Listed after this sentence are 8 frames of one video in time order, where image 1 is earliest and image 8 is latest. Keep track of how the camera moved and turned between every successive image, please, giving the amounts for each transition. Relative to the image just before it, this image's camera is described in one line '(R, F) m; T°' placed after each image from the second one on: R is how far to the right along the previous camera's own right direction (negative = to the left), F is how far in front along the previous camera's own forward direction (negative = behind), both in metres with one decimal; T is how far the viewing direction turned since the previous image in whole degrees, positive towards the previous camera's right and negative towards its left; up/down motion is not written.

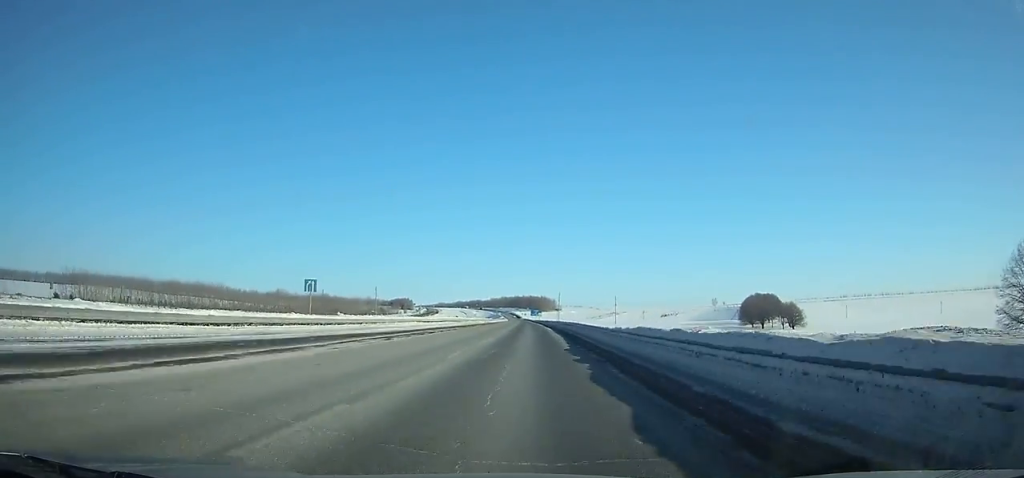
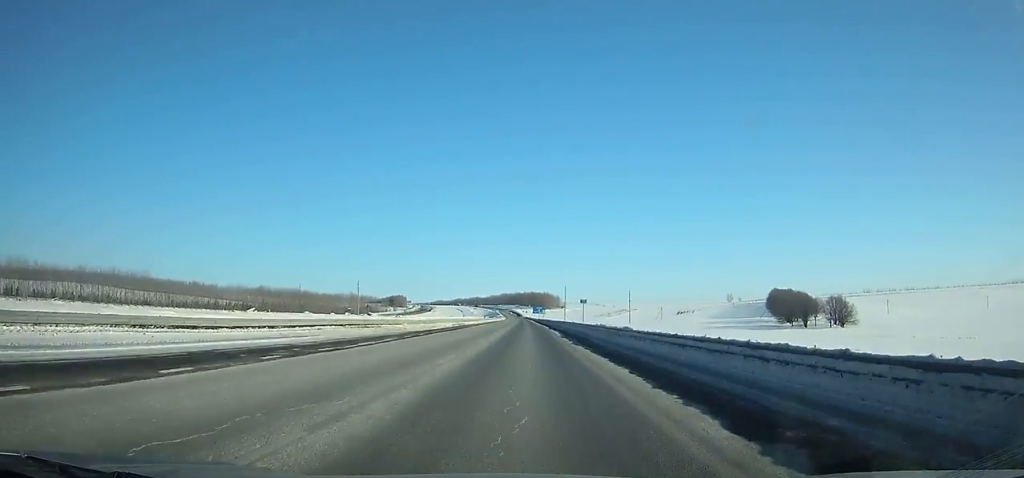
(-0.1, +51.7) m; 0°
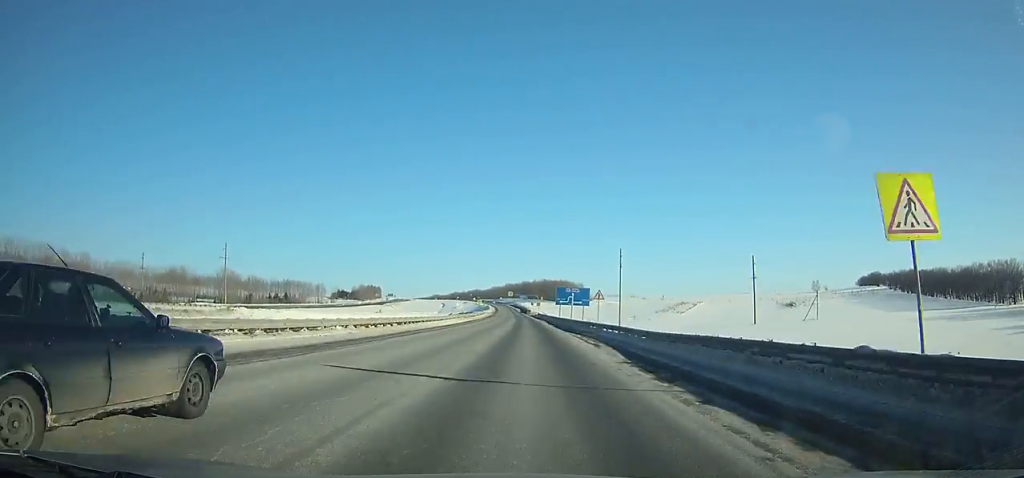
(-2.4, +185.8) m; -2°
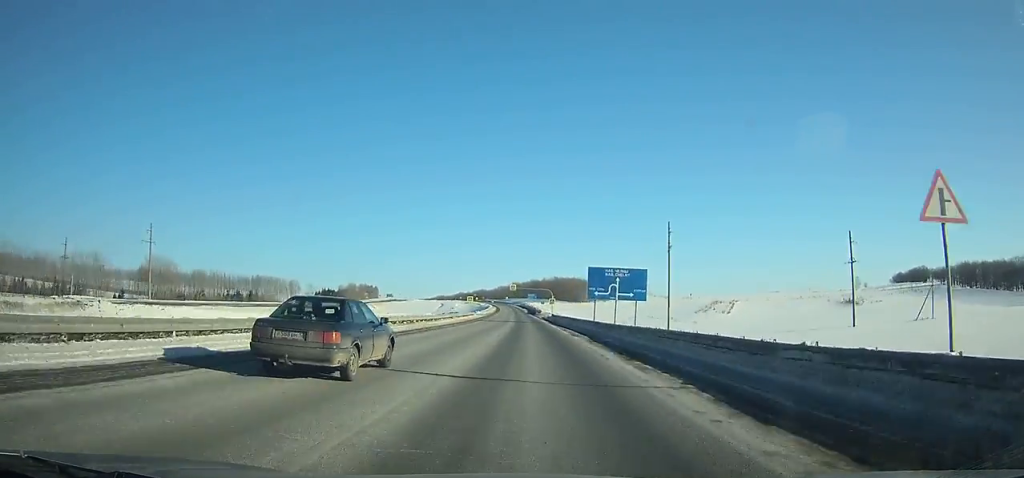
(0.0, +48.6) m; -1°
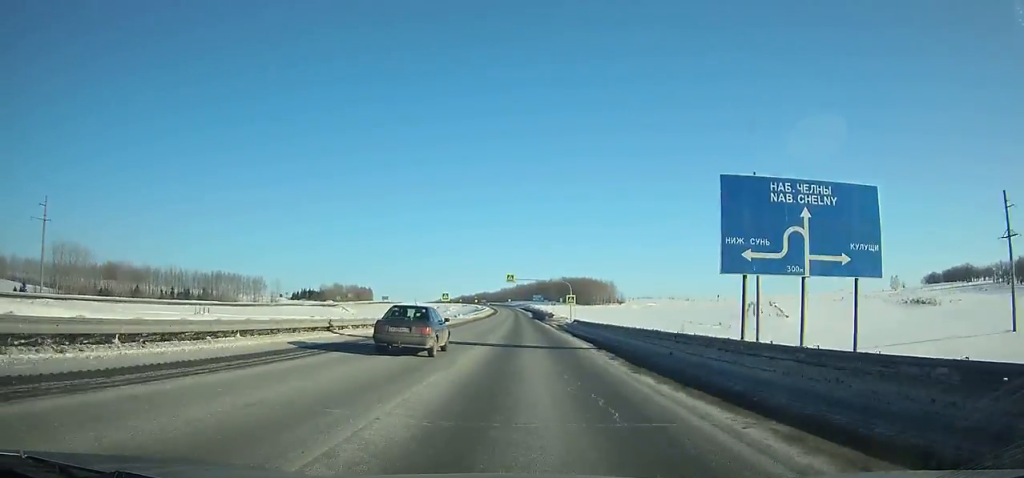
(-0.3, +45.0) m; 0°
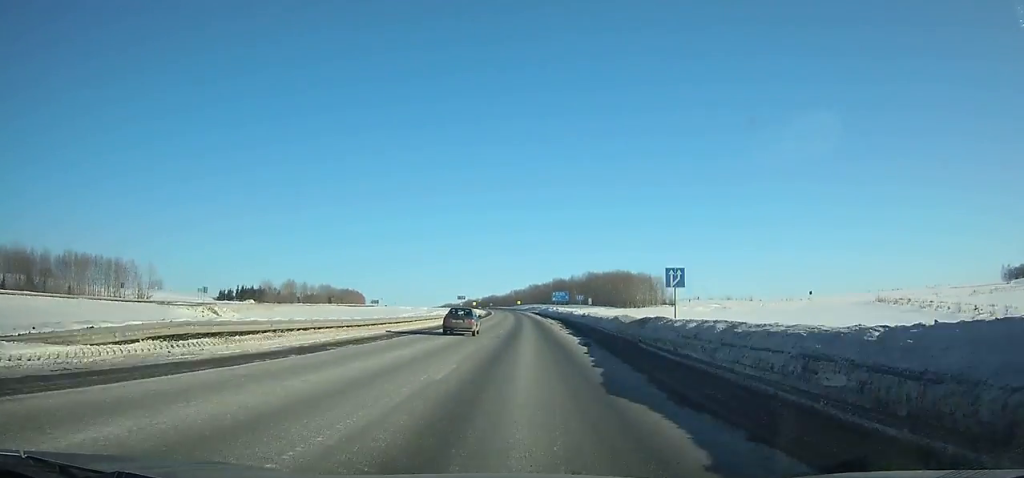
(-0.9, +95.3) m; -1°
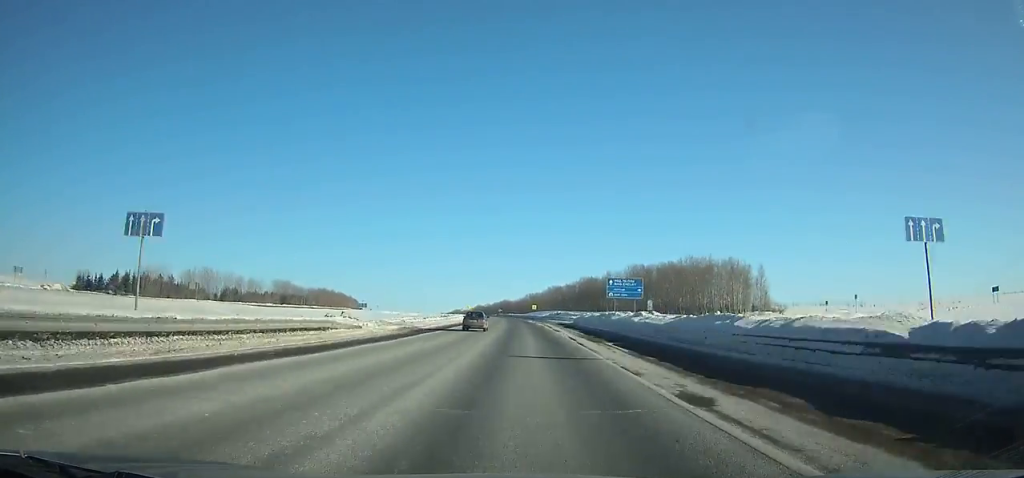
(-1.3, +92.2) m; -2°
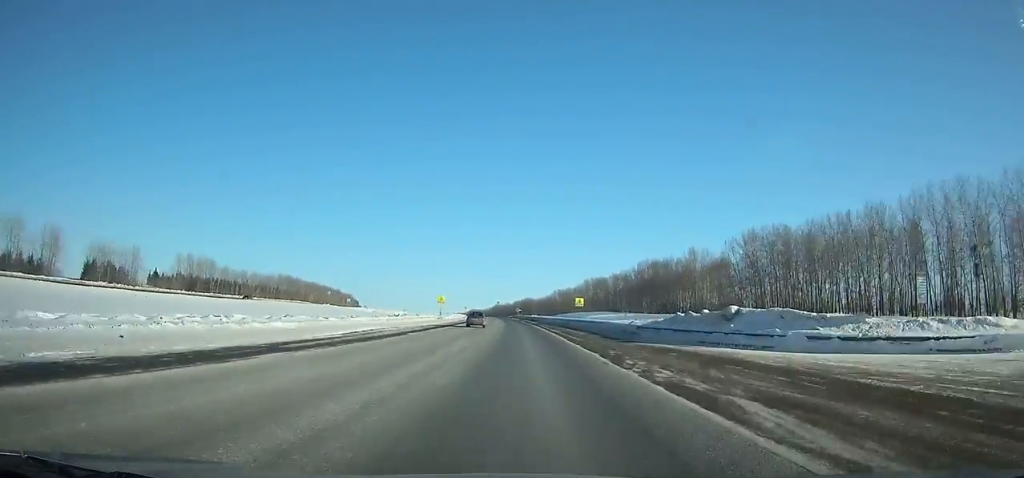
(-1.6, +92.2) m; -3°
